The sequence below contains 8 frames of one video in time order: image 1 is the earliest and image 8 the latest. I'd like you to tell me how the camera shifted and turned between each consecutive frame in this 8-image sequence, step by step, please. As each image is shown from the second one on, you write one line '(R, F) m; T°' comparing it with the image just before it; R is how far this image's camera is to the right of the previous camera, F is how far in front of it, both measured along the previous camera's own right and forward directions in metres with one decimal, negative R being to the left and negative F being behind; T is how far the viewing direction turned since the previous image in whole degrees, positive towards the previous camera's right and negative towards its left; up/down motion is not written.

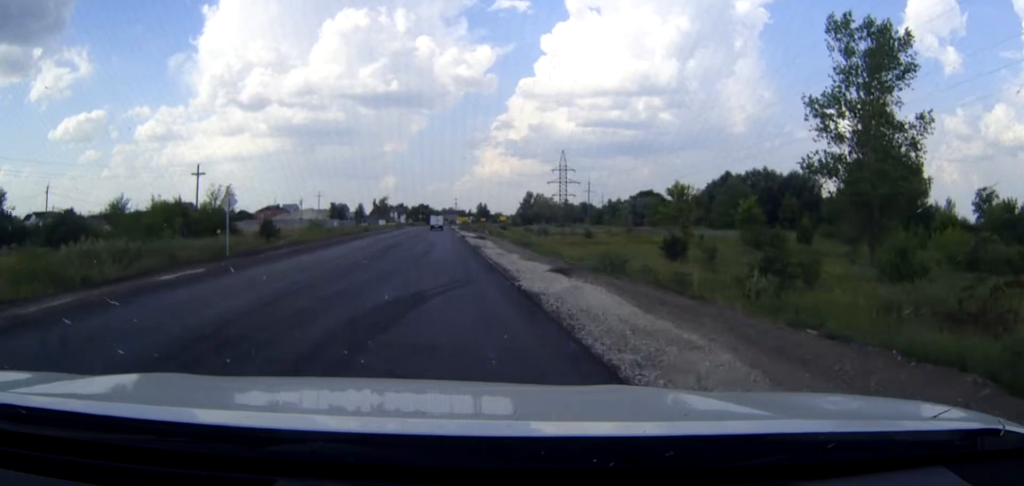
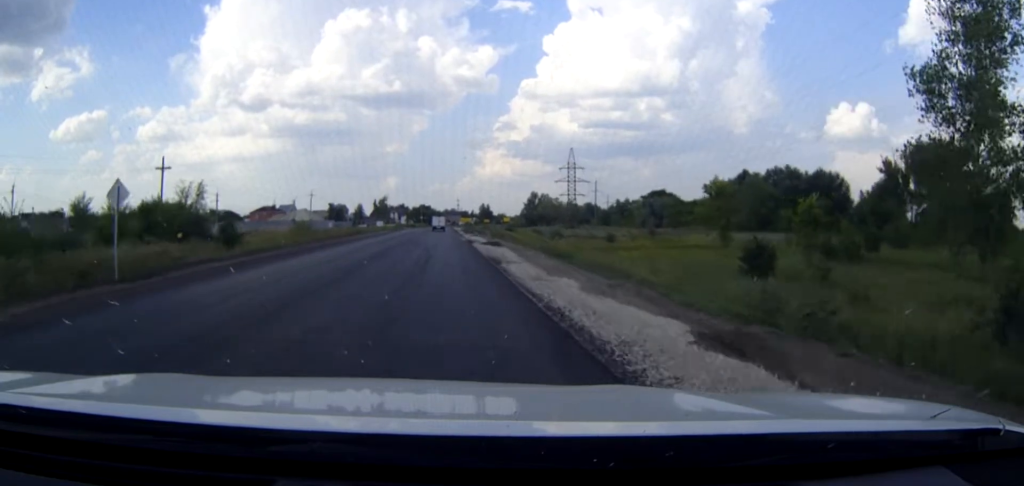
(0.0, +12.4) m; 0°
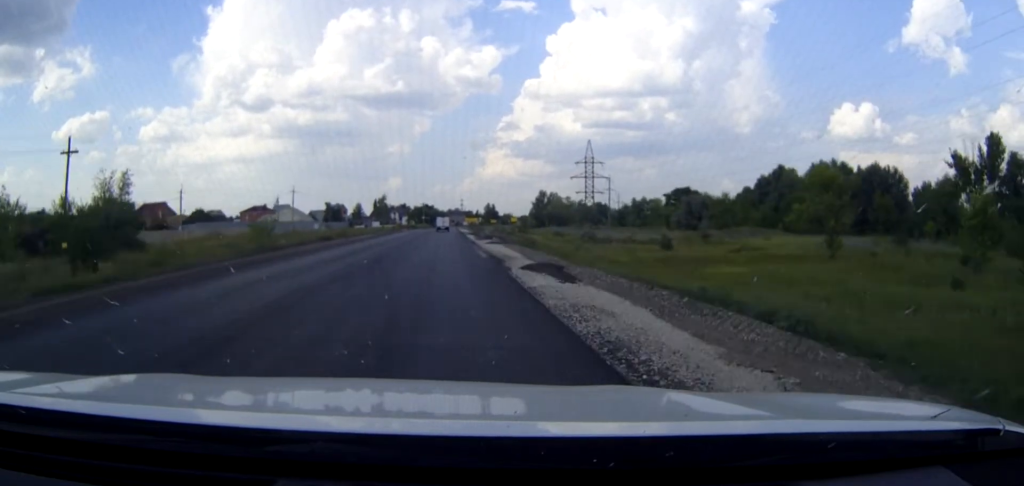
(0.0, +22.4) m; 0°
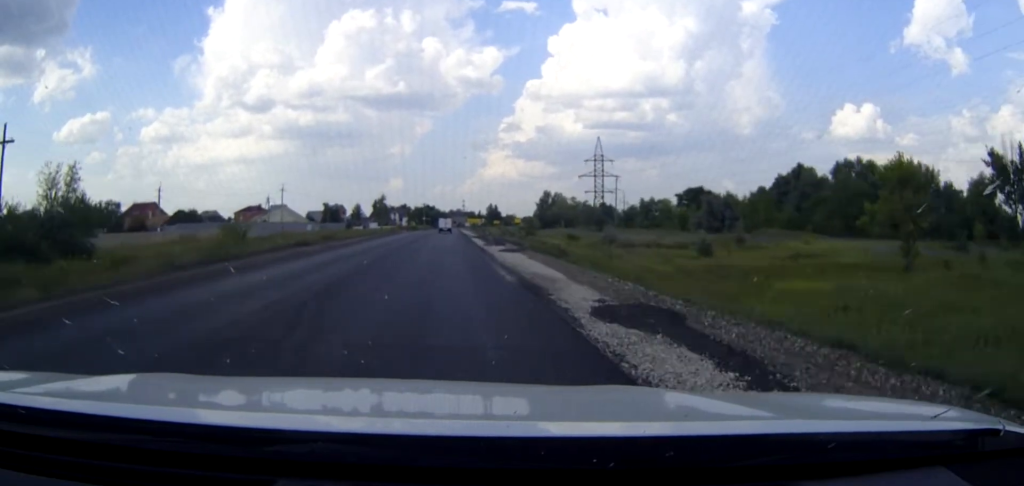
(0.0, +10.5) m; 0°
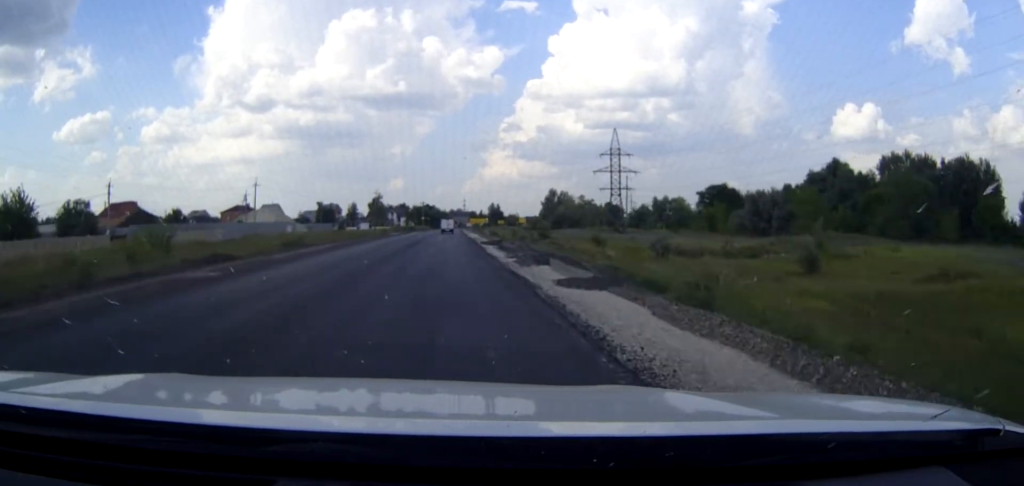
(0.0, +18.5) m; 0°
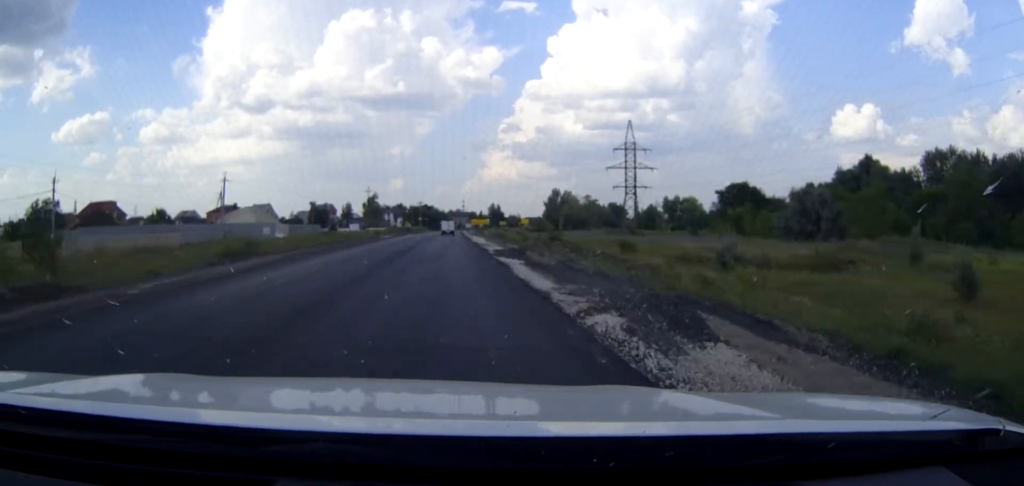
(0.0, +15.3) m; 0°
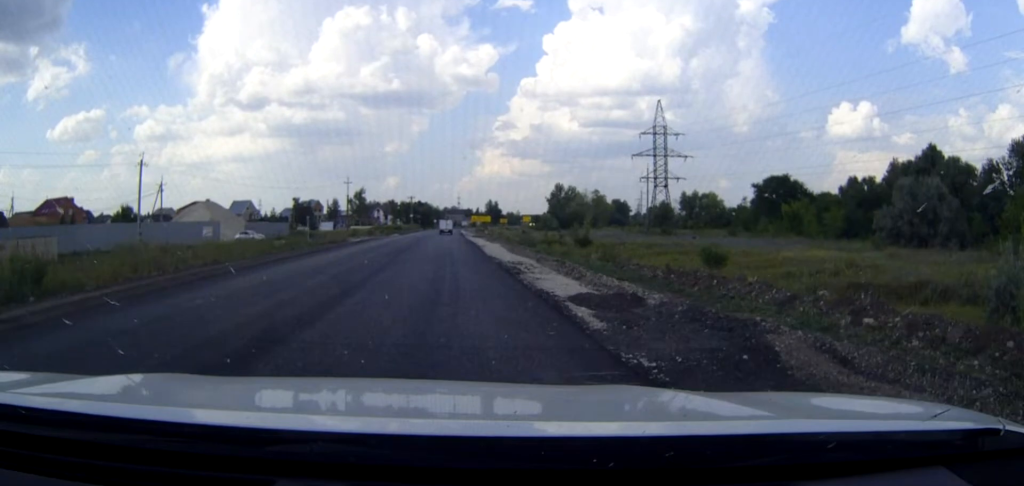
(0.0, +25.9) m; 0°
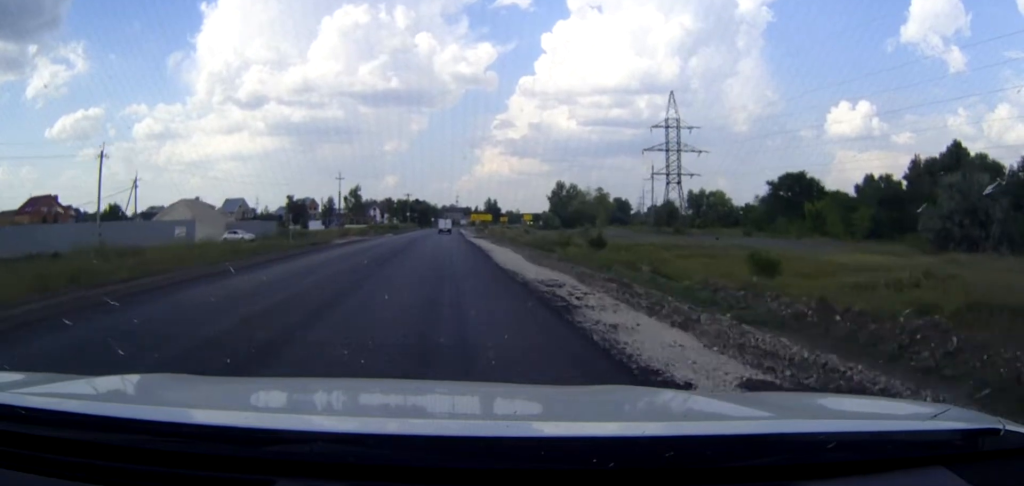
(0.0, +8.7) m; 0°
